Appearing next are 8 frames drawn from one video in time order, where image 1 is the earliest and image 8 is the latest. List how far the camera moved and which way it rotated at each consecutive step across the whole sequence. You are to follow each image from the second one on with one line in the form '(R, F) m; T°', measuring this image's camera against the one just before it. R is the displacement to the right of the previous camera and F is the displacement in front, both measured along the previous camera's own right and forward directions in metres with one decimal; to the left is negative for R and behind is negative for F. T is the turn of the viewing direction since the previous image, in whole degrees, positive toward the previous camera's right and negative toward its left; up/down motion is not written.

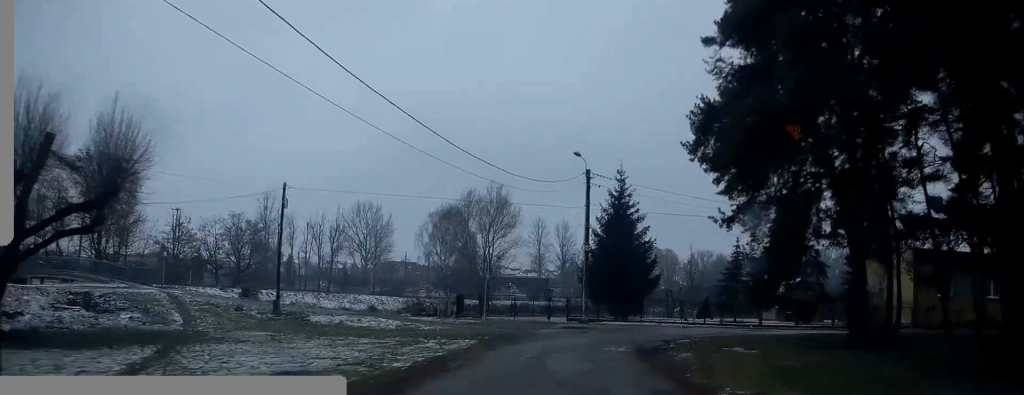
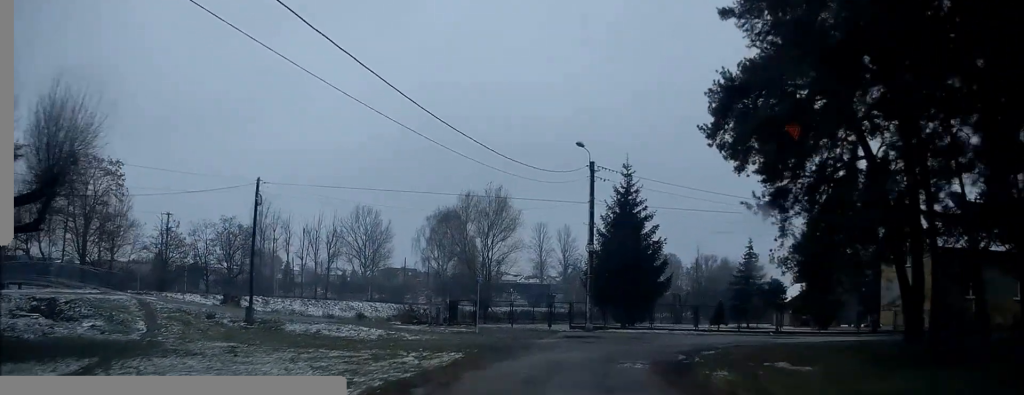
(-0.1, +3.3) m; 0°
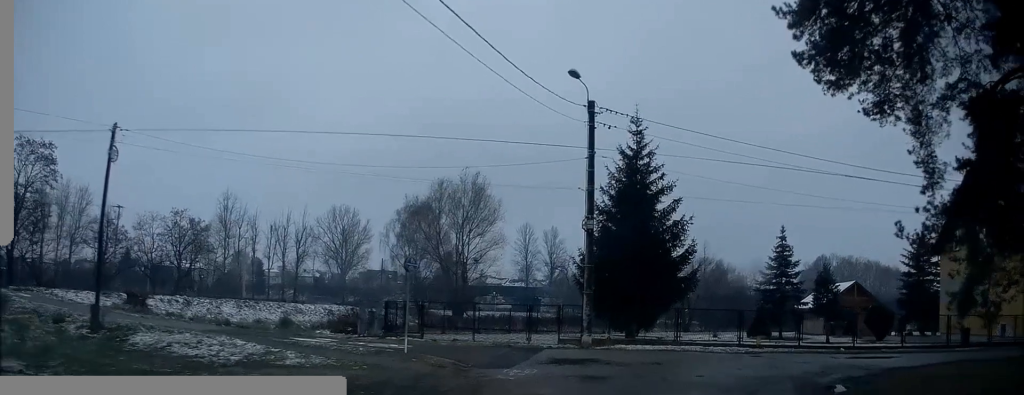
(+0.2, +10.0) m; +3°
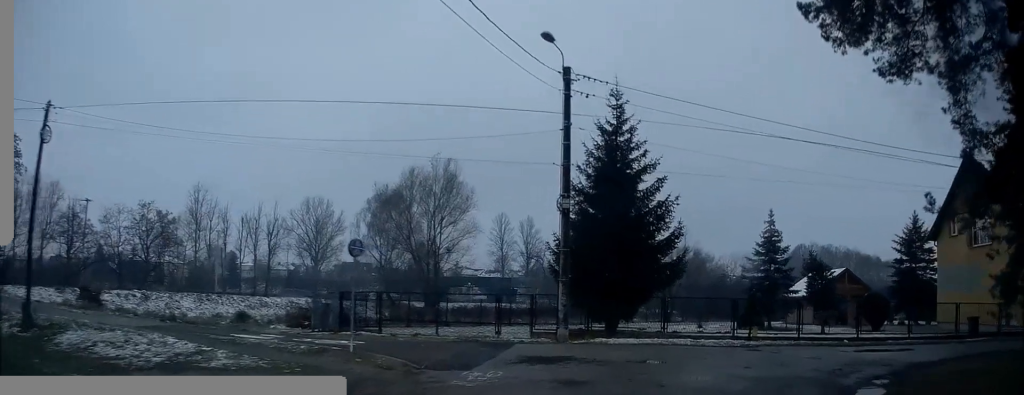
(0.0, +1.9) m; +2°
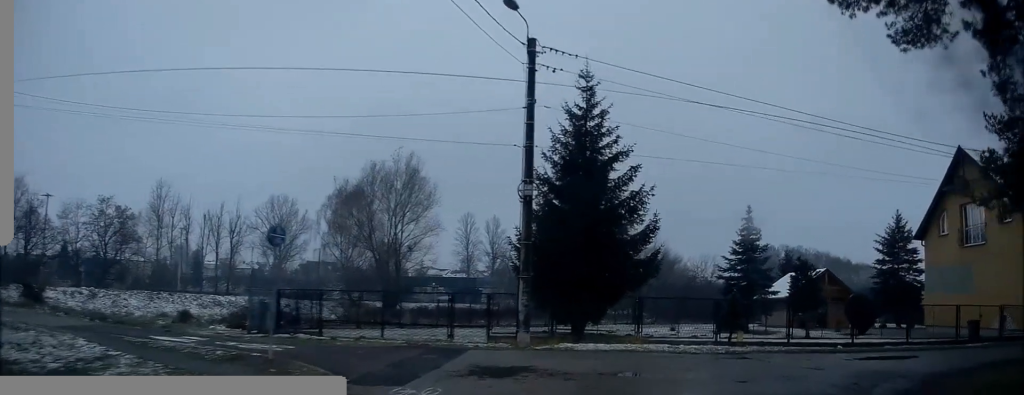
(0.0, +1.7) m; +3°
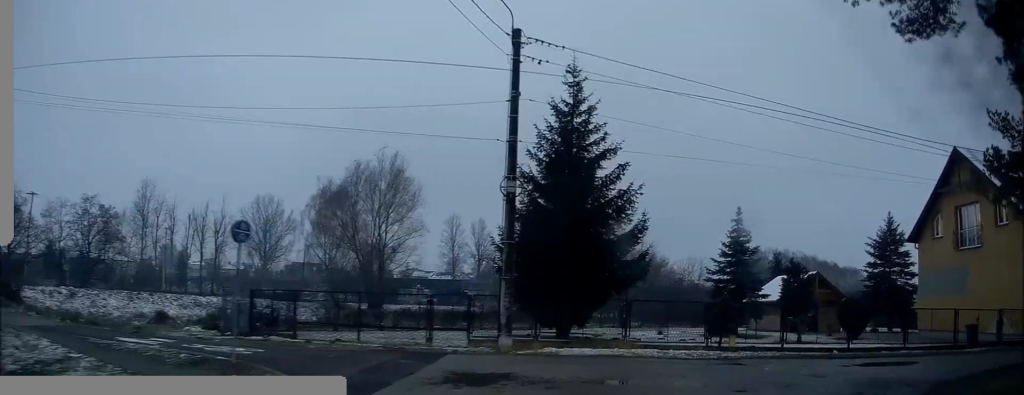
(+0.1, +3.4) m; +5°
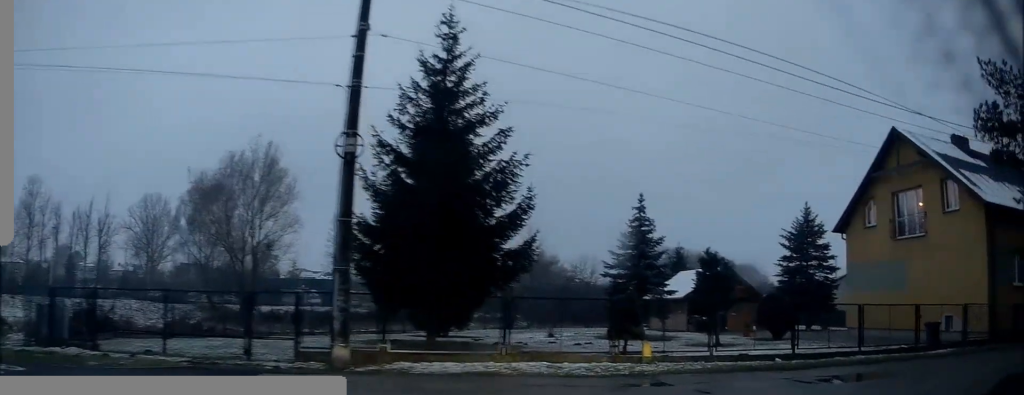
(+0.2, +3.6) m; +10°
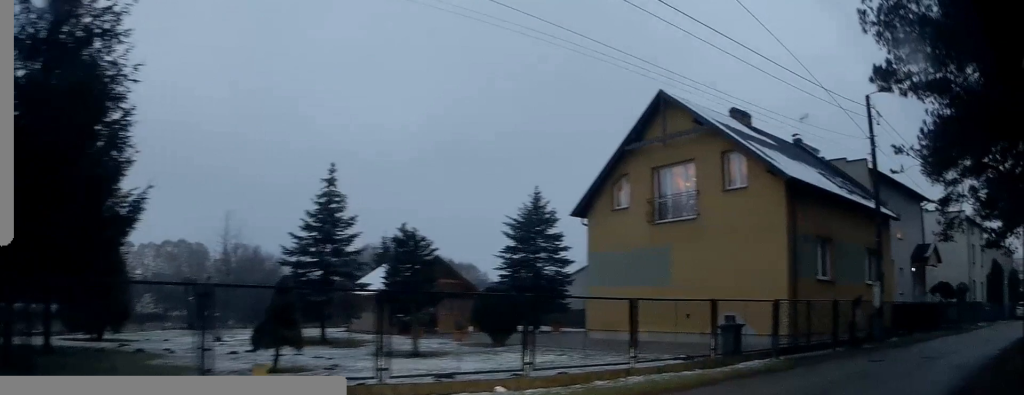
(+1.3, +5.6) m; +30°
